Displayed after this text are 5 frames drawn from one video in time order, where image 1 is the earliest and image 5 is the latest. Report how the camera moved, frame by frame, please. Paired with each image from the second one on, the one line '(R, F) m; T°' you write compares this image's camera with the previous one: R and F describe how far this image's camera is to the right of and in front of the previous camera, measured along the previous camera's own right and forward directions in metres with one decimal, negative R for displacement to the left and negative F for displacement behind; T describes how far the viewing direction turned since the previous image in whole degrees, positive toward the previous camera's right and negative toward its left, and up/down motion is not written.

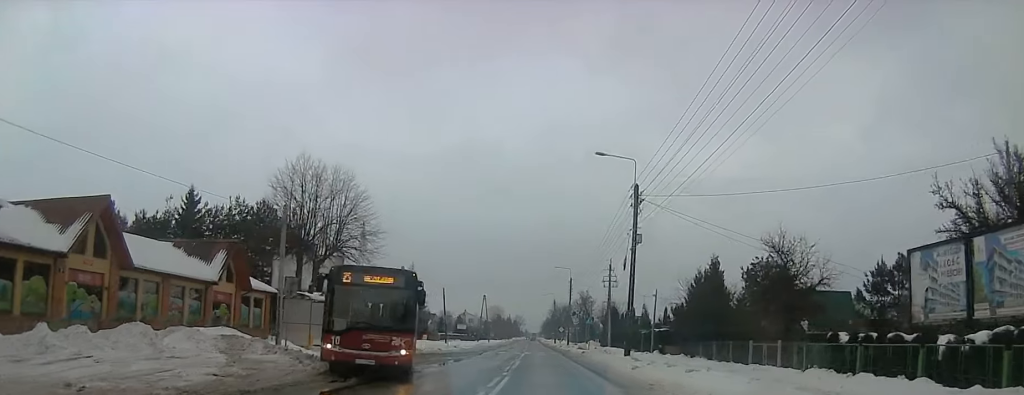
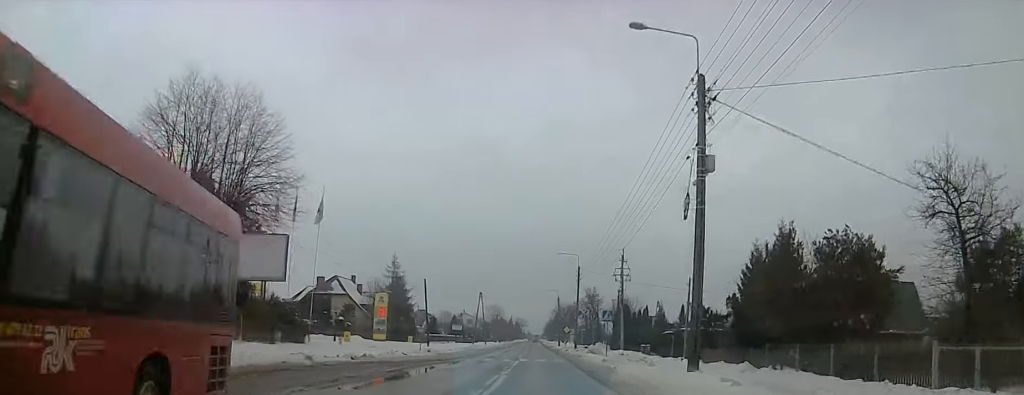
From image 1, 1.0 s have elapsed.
(+0.1, +13.1) m; 0°
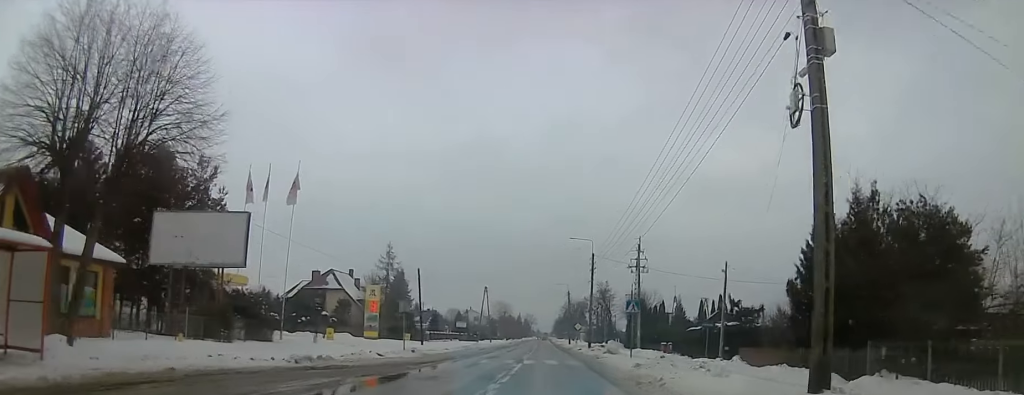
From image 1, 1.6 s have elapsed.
(0.0, +7.3) m; 0°
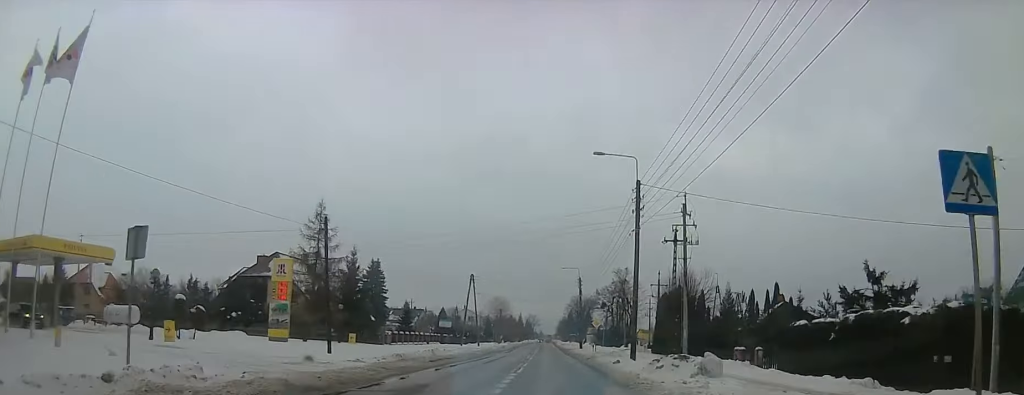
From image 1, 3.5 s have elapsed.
(-0.2, +24.9) m; -1°
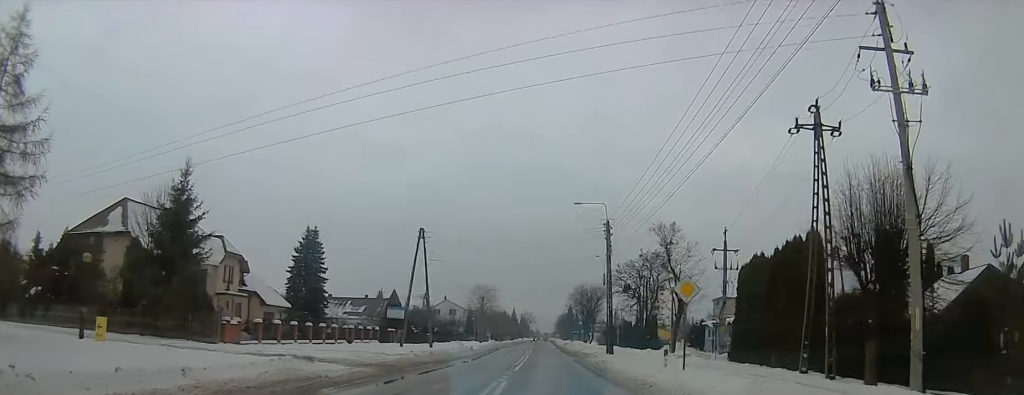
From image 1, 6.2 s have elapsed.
(-0.2, +34.4) m; 0°
